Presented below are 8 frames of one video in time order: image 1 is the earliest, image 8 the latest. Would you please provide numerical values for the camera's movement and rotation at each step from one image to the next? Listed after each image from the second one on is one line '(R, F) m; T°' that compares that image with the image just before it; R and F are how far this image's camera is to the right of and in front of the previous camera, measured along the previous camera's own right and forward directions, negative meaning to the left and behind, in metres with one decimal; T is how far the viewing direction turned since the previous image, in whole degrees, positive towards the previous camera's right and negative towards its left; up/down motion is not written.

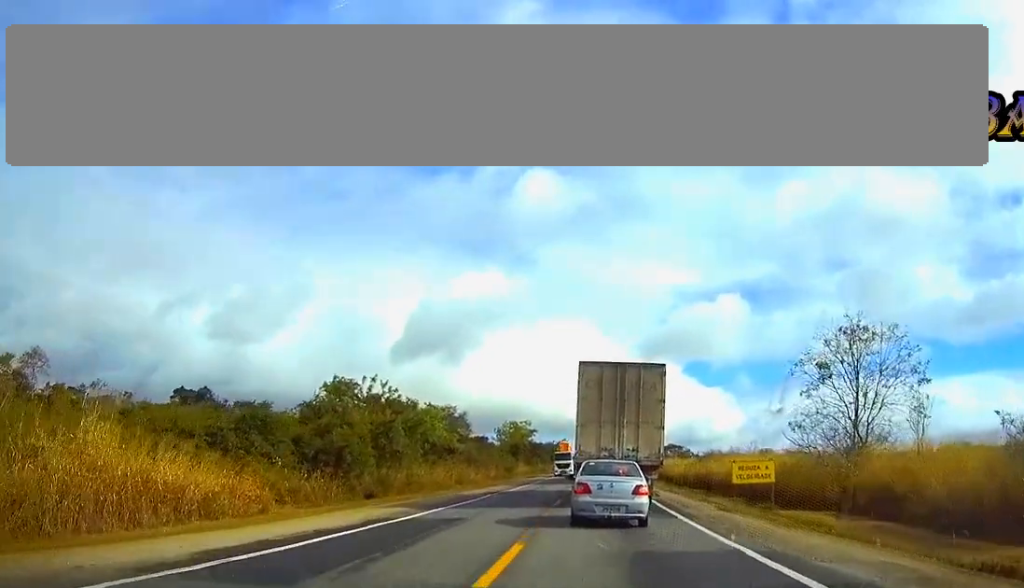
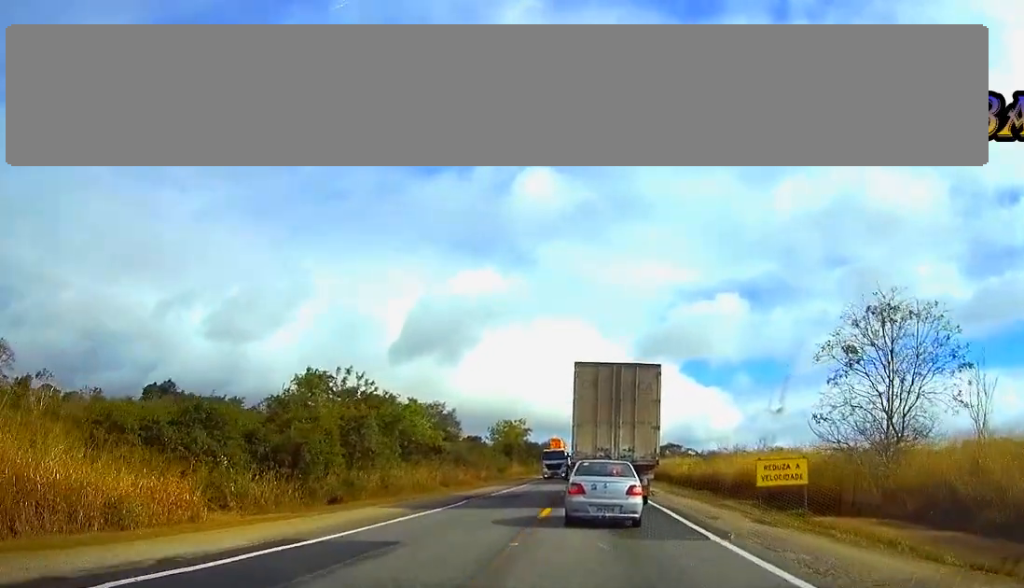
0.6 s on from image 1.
(0.0, +6.1) m; 0°
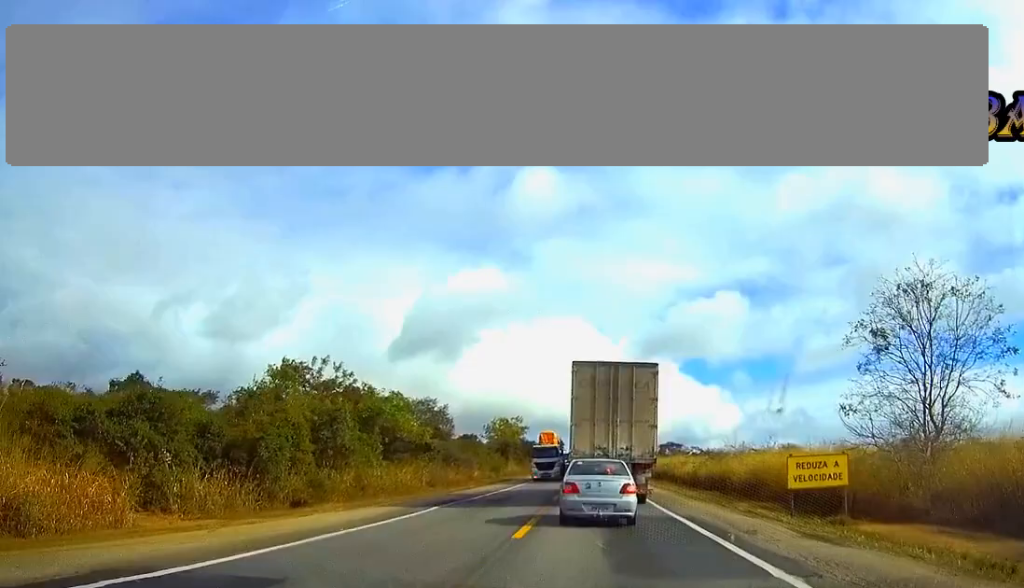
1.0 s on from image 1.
(0.0, +5.1) m; 0°
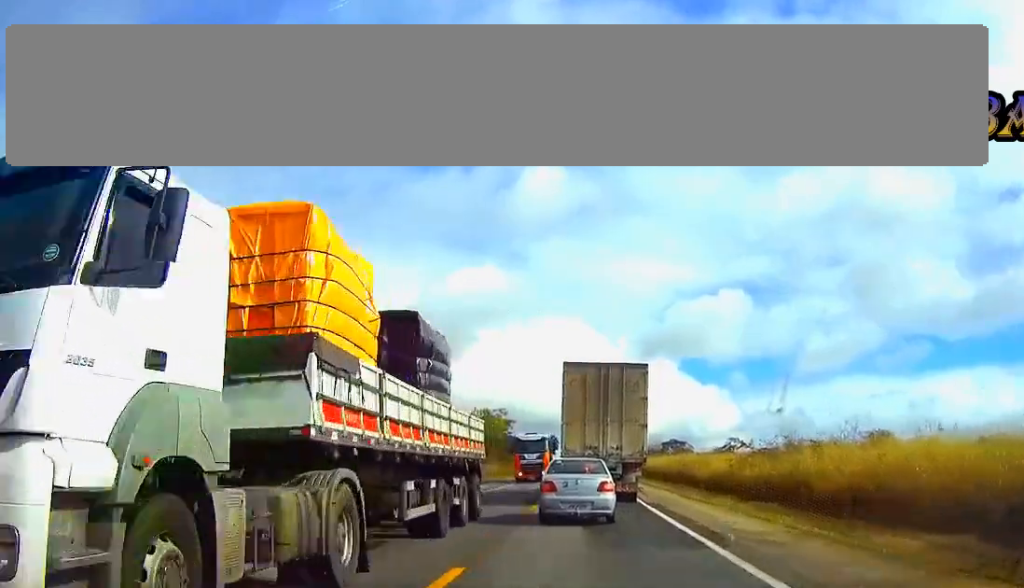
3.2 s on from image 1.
(+0.2, +23.2) m; 0°
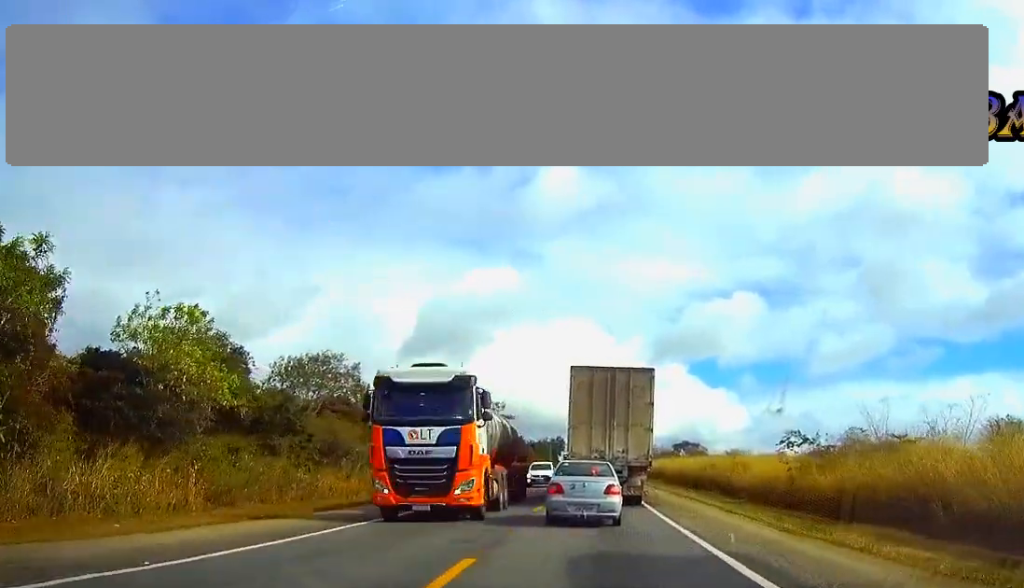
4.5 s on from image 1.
(-0.1, +15.0) m; 0°
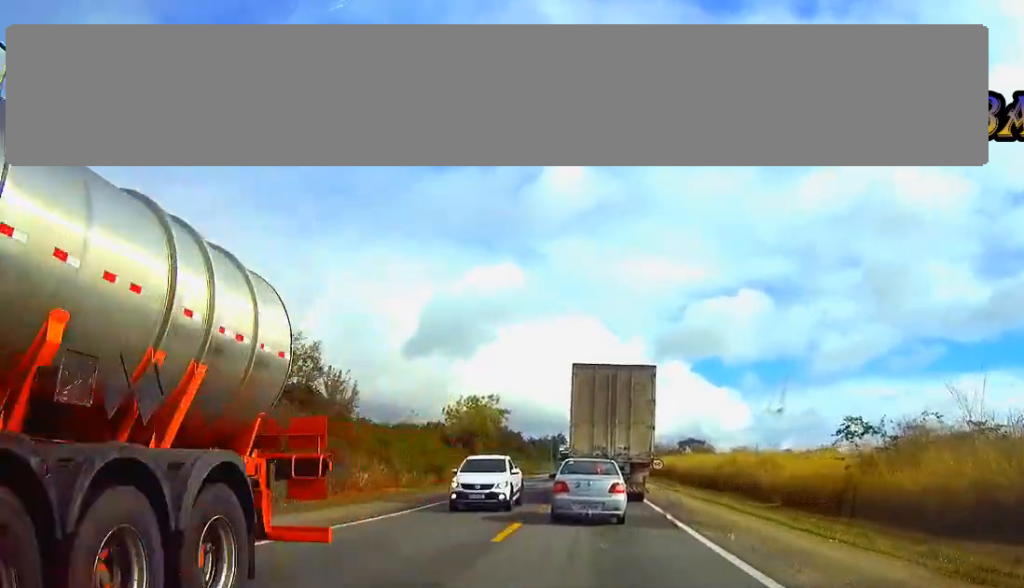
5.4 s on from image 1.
(+0.1, +9.5) m; 0°
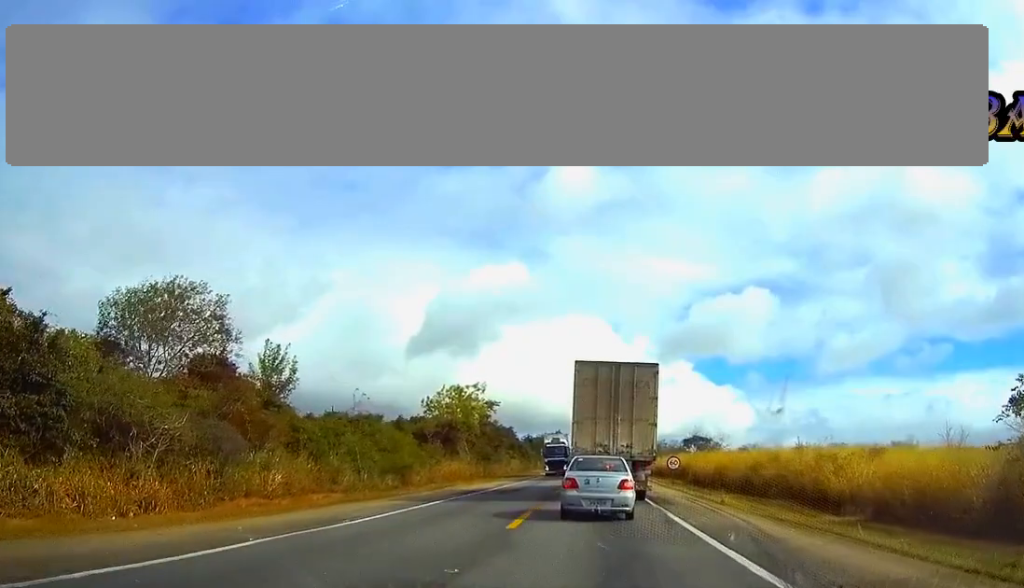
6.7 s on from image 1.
(-0.1, +13.7) m; 0°
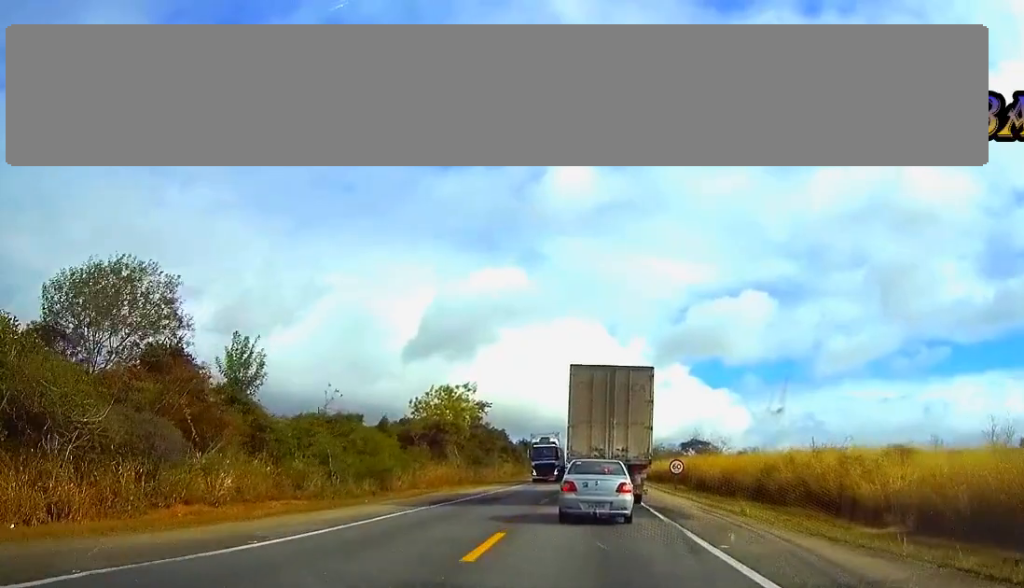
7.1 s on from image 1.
(0.0, +4.7) m; 0°
